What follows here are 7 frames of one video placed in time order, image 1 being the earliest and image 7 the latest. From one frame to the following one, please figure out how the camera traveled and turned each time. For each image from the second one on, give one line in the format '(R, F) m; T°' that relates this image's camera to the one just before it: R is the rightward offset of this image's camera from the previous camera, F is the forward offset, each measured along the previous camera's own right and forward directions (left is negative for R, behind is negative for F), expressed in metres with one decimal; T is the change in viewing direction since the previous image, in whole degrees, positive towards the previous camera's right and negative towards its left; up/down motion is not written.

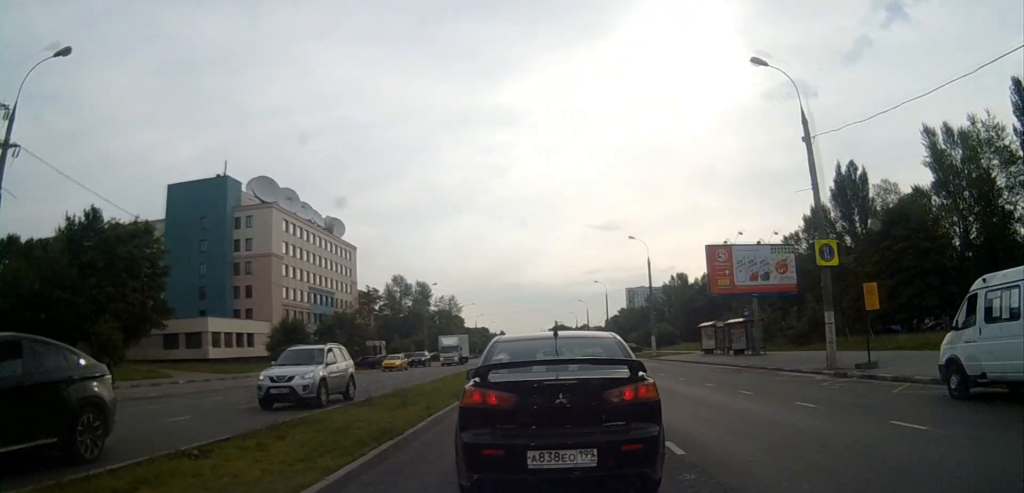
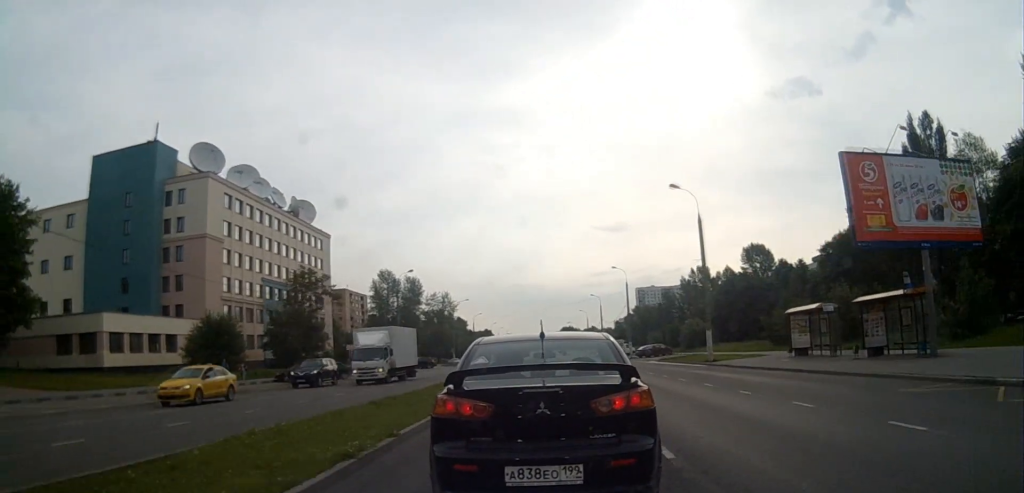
(0.0, +20.0) m; 0°
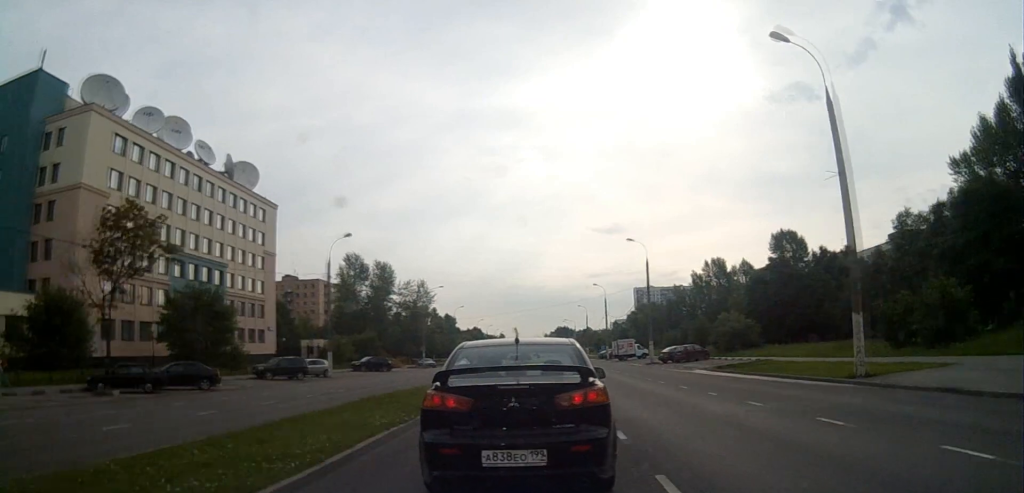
(0.0, +21.9) m; 0°
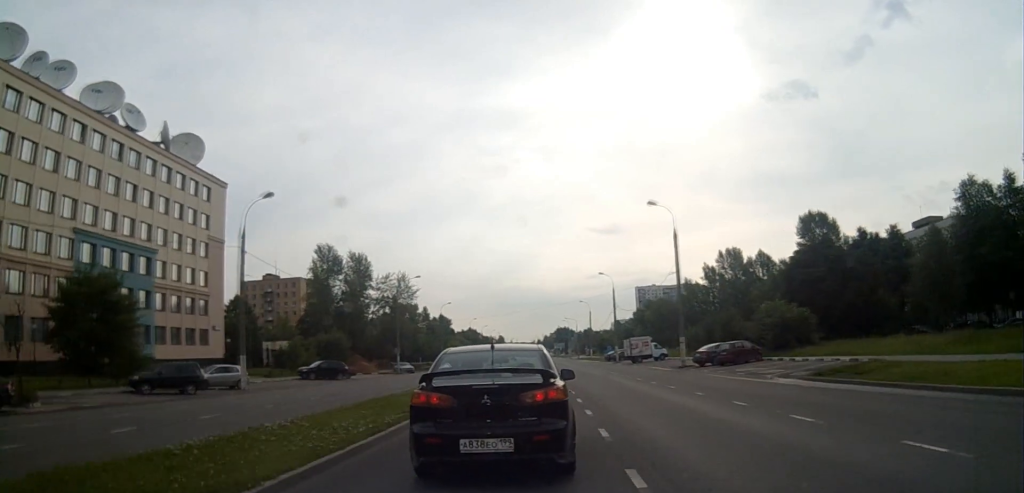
(0.0, +15.5) m; 0°
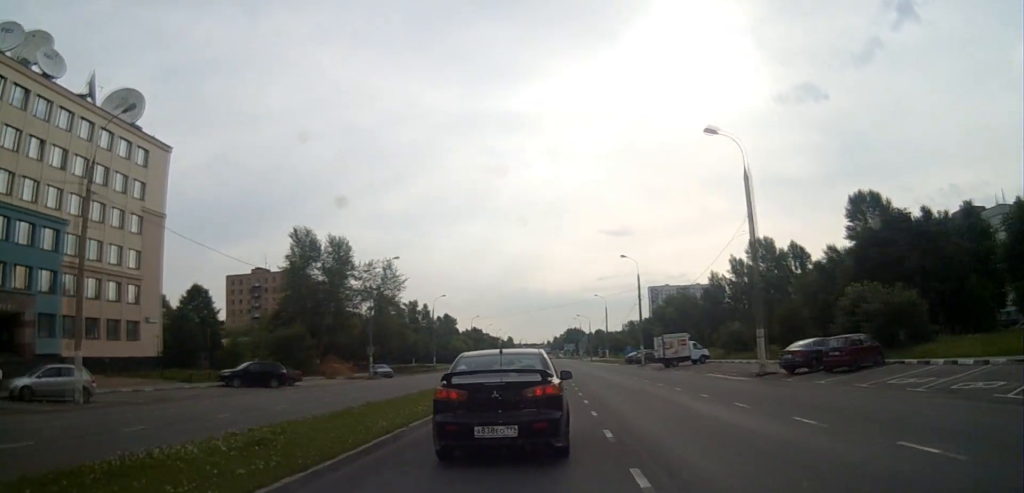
(0.0, +16.4) m; +1°
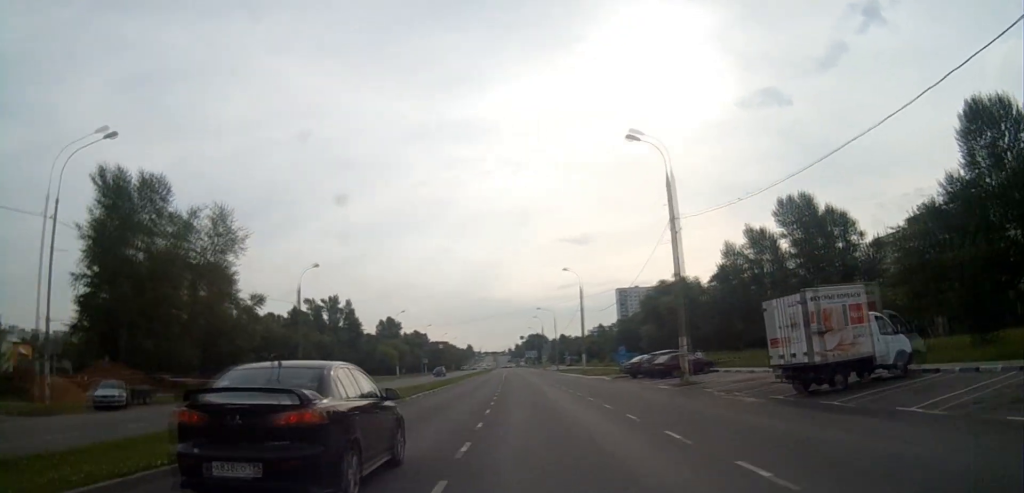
(+0.7, +41.4) m; 0°
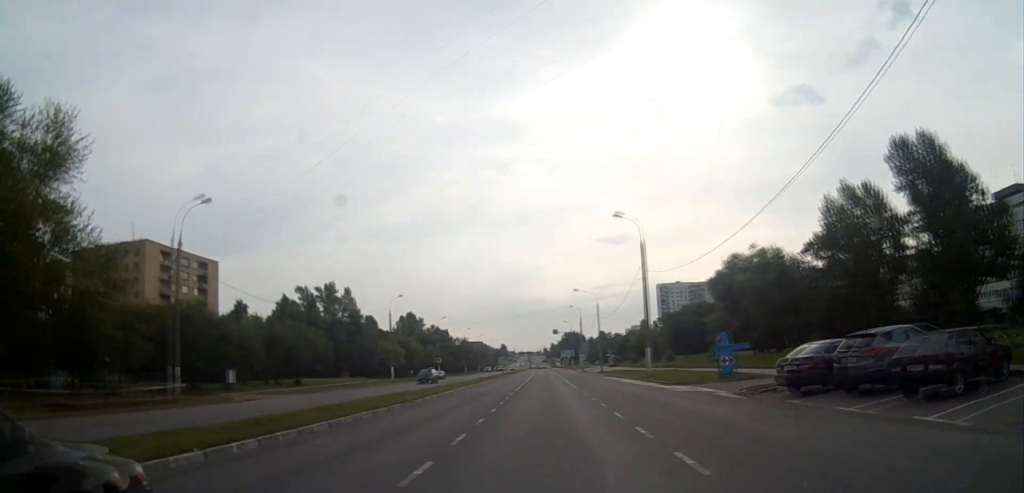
(-0.5, +27.1) m; -2°
